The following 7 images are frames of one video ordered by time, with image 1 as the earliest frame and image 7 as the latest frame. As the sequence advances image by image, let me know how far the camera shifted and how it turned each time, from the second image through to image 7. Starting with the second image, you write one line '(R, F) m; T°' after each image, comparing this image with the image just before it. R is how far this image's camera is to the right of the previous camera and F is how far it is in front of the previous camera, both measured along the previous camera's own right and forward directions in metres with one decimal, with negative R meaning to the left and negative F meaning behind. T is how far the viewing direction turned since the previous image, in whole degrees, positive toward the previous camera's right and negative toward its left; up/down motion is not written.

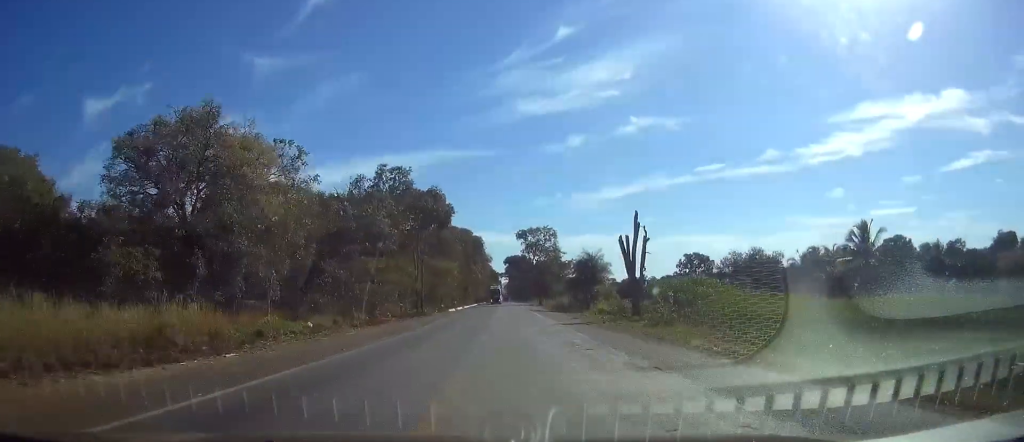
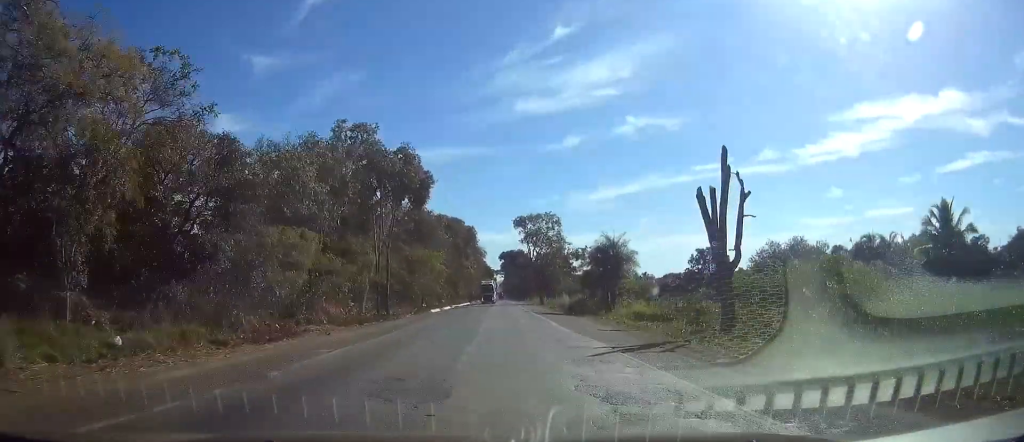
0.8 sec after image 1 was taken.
(+0.1, +19.4) m; +1°
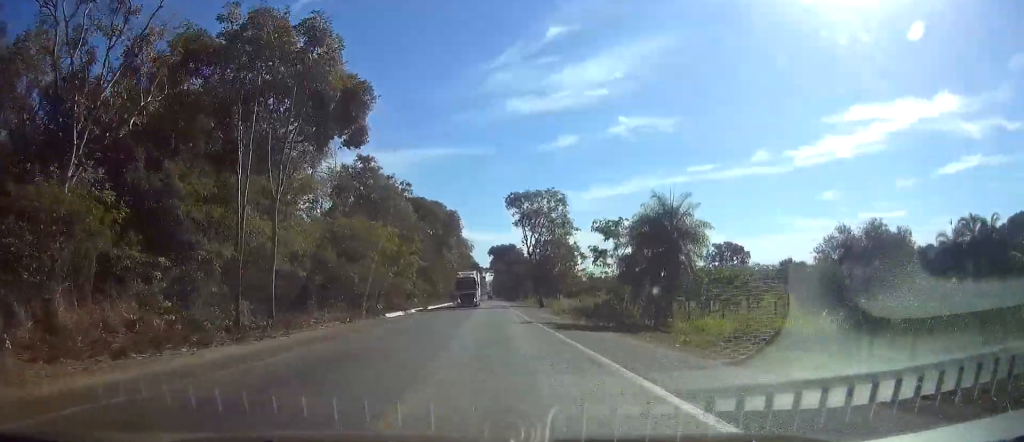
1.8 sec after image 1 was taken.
(+0.2, +25.4) m; +1°
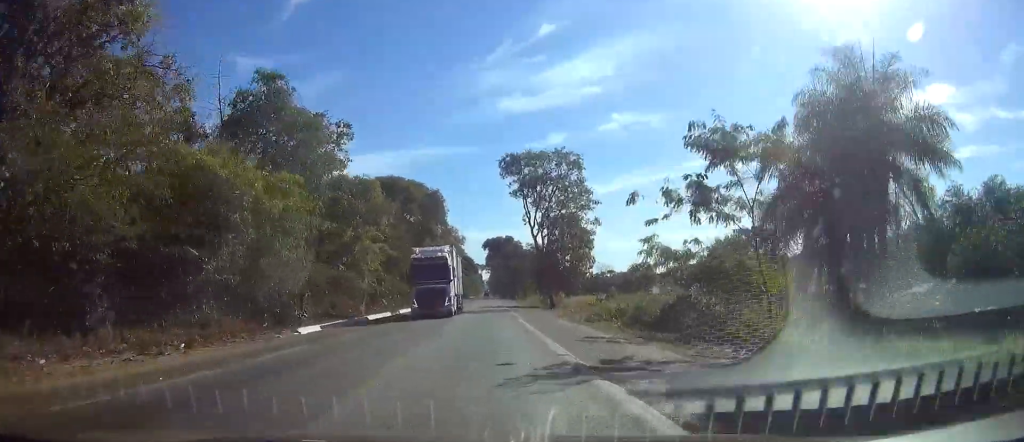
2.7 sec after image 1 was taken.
(+0.1, +23.2) m; 0°
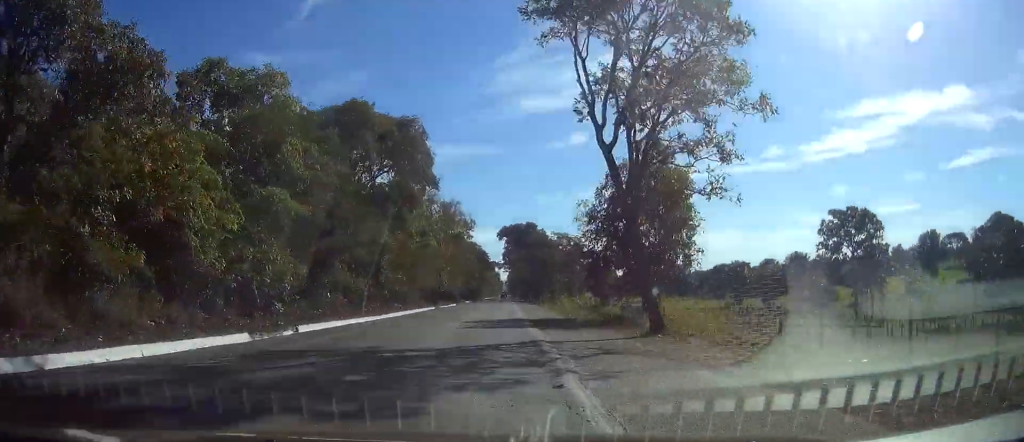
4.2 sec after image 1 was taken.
(-0.4, +39.0) m; -1°
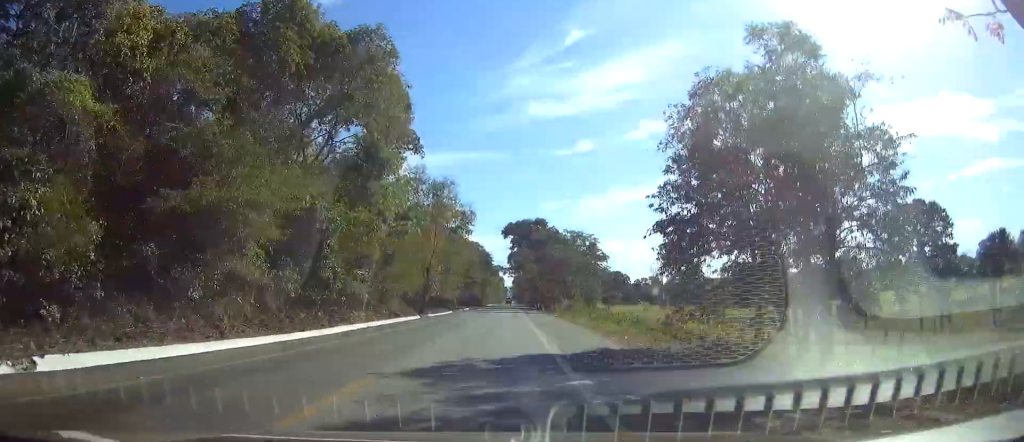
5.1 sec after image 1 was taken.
(0.0, +20.9) m; 0°
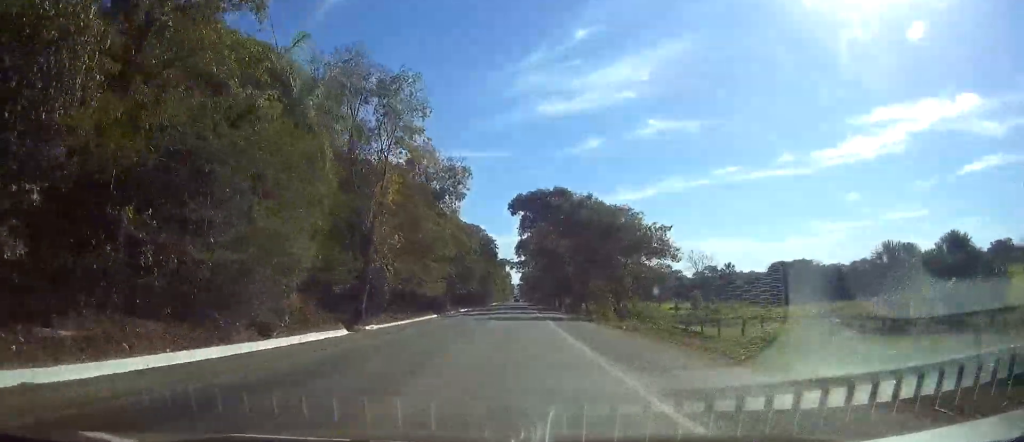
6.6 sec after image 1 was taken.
(-0.3, +37.0) m; 0°
